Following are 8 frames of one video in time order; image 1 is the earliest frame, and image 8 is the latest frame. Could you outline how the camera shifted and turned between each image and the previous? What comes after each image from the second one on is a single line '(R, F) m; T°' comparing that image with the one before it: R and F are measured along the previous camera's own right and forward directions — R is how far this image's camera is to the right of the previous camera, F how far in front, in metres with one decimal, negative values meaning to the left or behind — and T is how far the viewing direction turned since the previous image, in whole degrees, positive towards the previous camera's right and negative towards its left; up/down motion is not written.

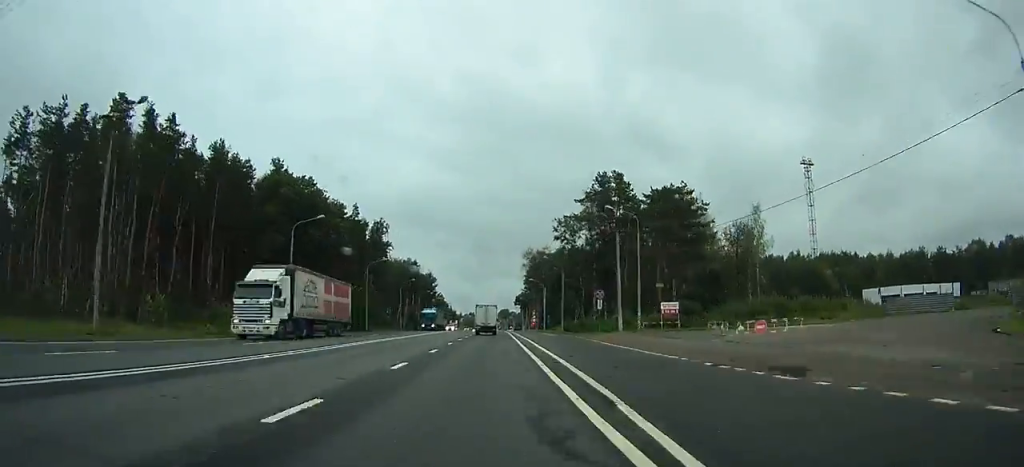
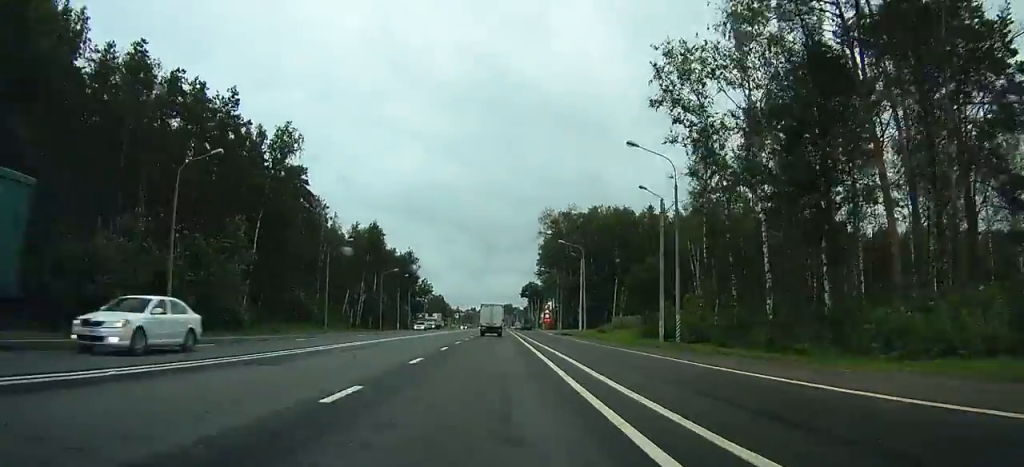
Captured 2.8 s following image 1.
(+0.2, +49.7) m; 0°
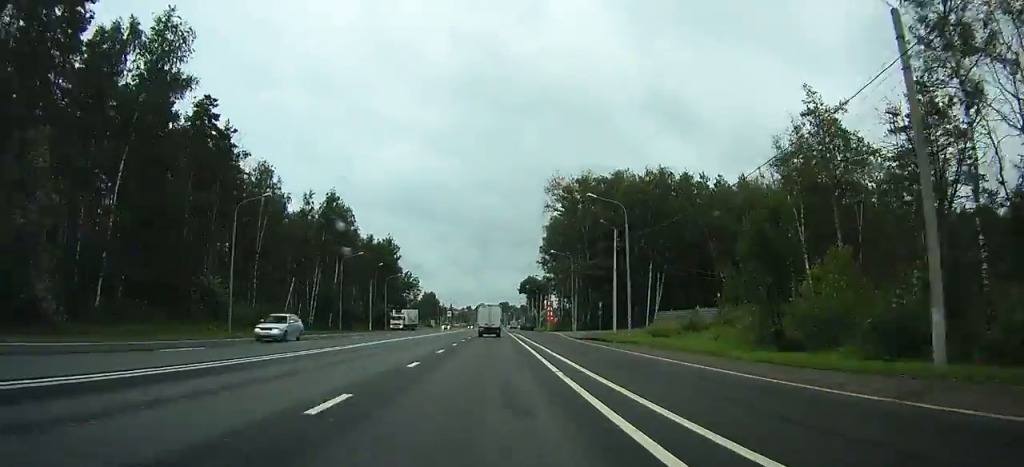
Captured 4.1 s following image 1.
(0.0, +24.2) m; 0°
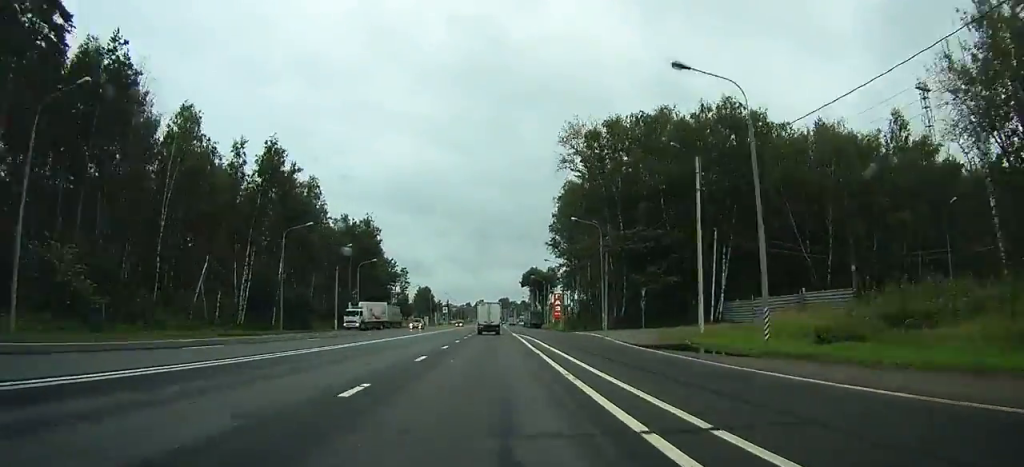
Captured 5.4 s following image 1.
(-0.1, +23.1) m; 0°
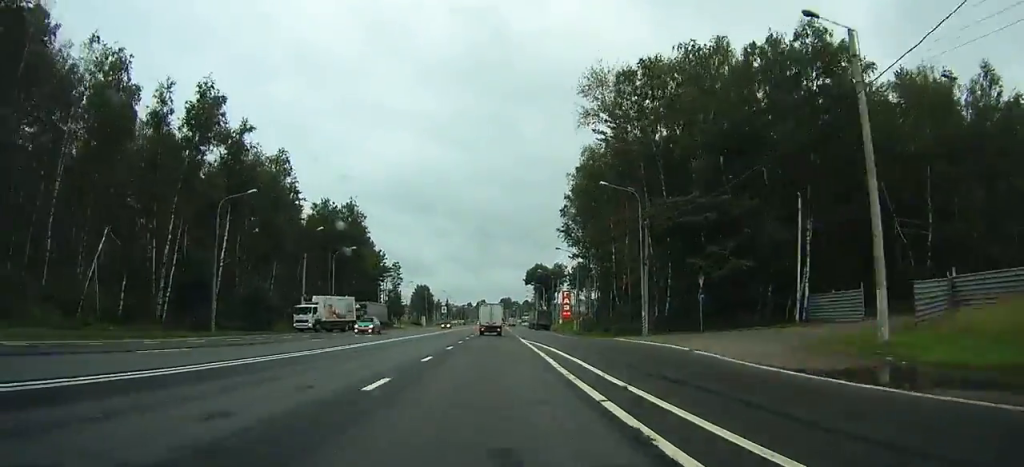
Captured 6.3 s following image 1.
(0.0, +15.5) m; 0°
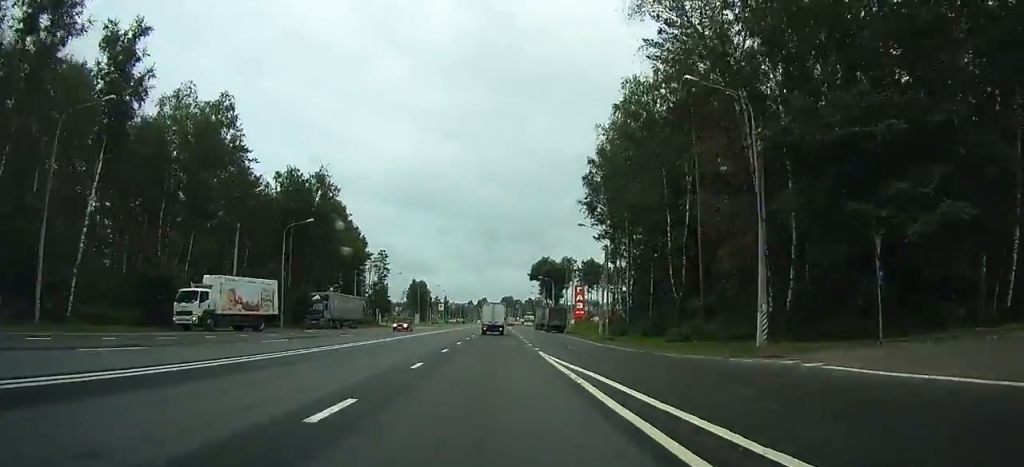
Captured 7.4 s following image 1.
(-0.1, +20.0) m; 0°
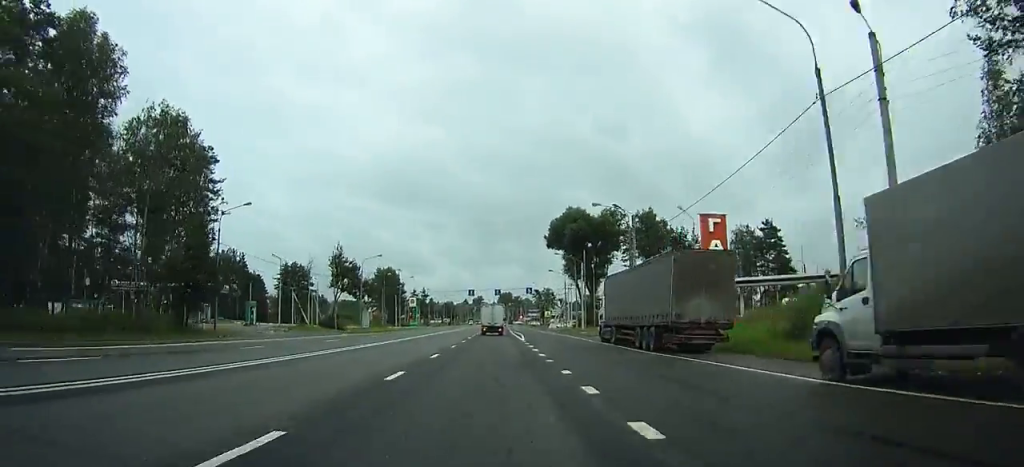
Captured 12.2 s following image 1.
(+0.4, +78.6) m; 0°
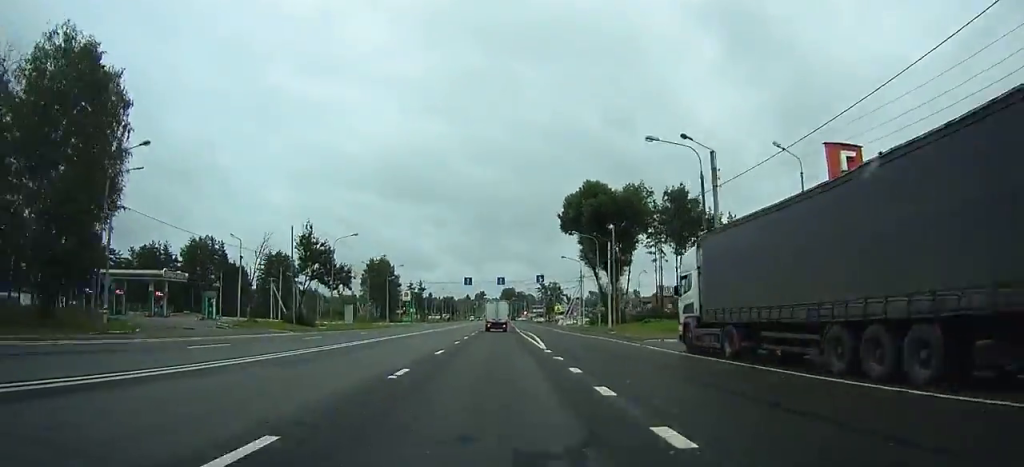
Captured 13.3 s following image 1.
(-0.1, +17.2) m; 0°
